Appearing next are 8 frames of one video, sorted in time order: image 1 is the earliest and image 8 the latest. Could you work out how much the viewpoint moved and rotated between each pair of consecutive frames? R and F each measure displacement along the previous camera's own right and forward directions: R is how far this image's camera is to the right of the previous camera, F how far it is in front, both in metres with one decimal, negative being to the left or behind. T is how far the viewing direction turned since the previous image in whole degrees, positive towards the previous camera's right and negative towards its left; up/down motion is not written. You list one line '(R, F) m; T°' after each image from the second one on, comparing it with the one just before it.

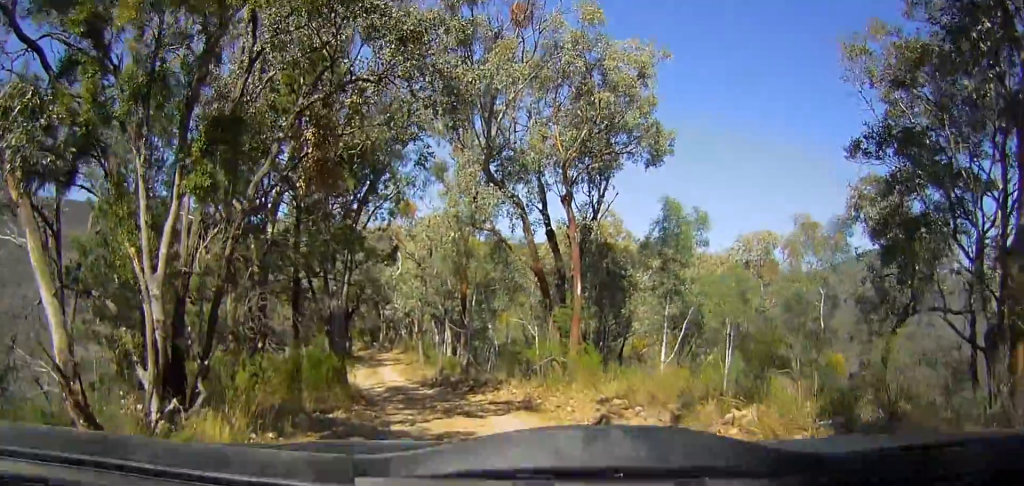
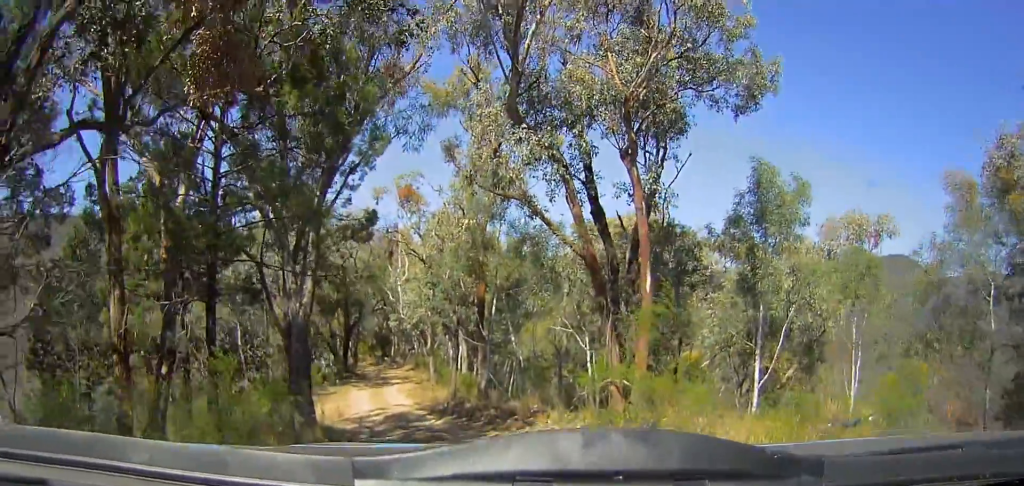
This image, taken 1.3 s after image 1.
(-0.2, +5.9) m; 0°
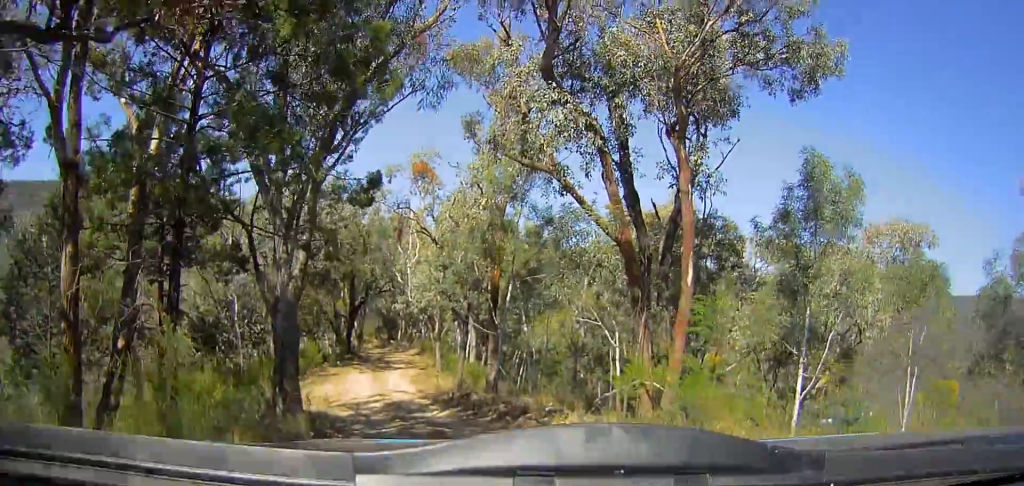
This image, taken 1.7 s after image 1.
(+0.1, +1.7) m; +1°
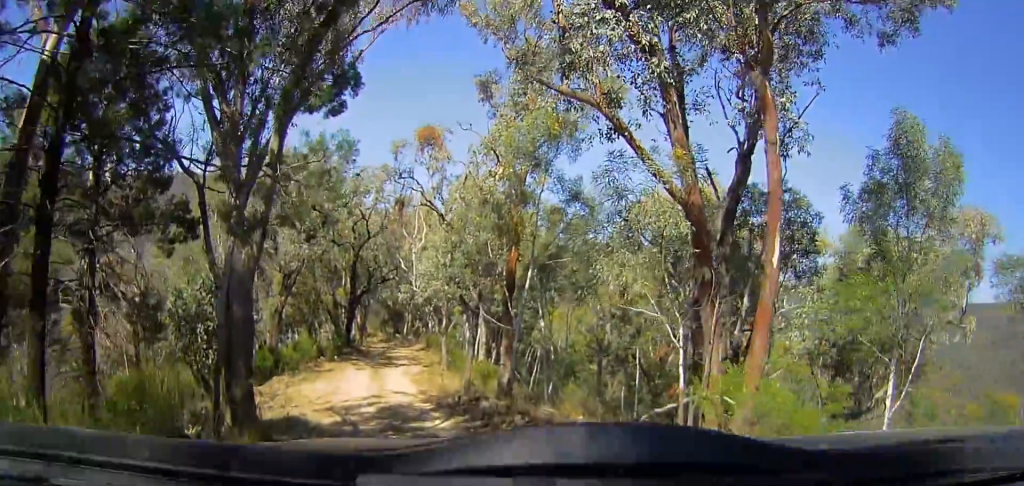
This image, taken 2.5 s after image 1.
(+0.1, +3.0) m; +1°
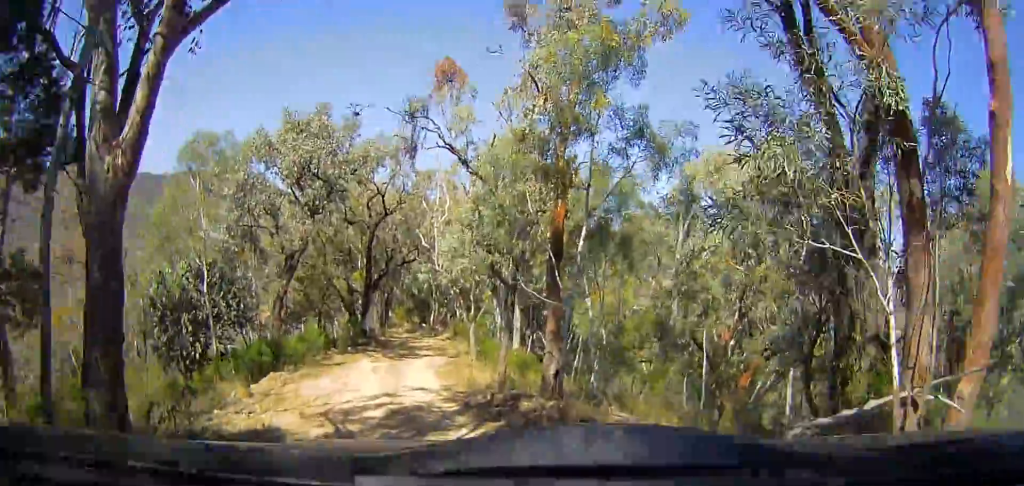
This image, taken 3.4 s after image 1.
(0.0, +4.3) m; -8°
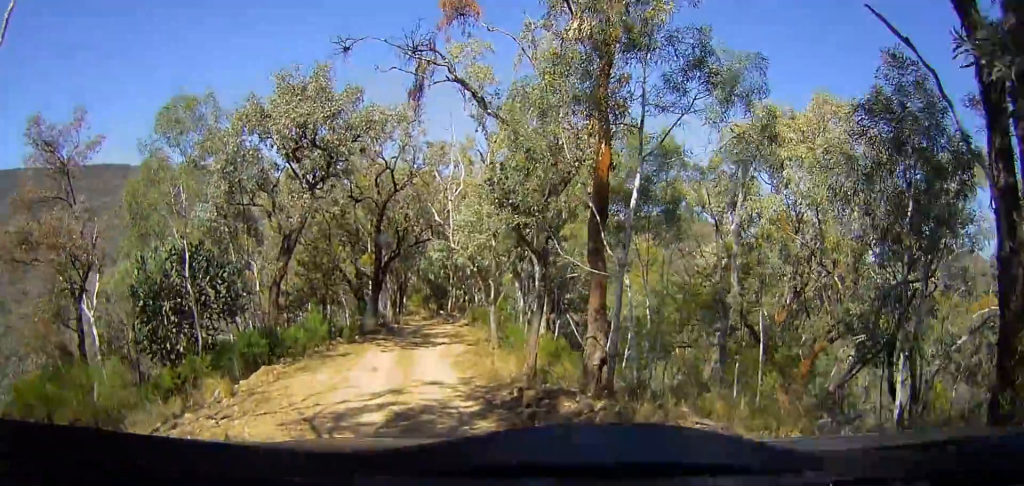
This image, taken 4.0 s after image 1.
(-0.4, +2.9) m; -5°
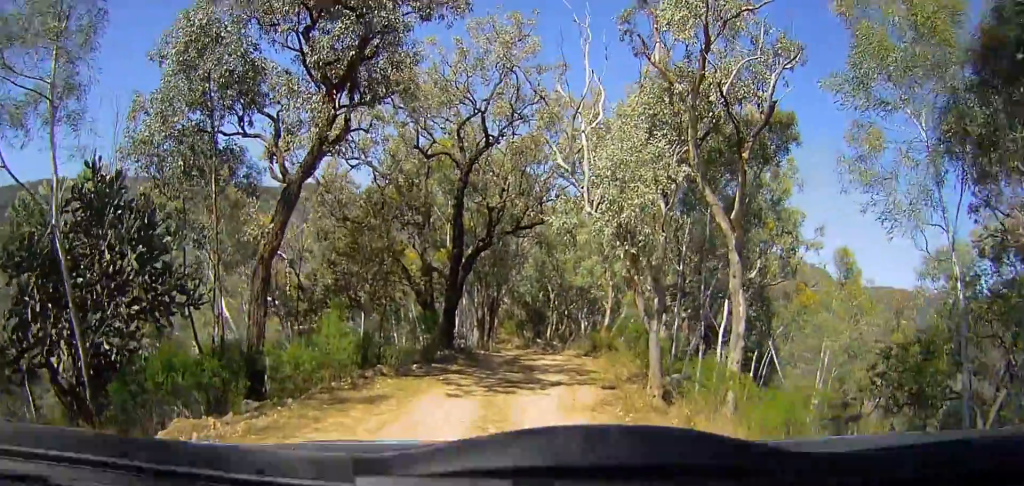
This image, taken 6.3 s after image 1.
(-0.3, +10.8) m; -1°
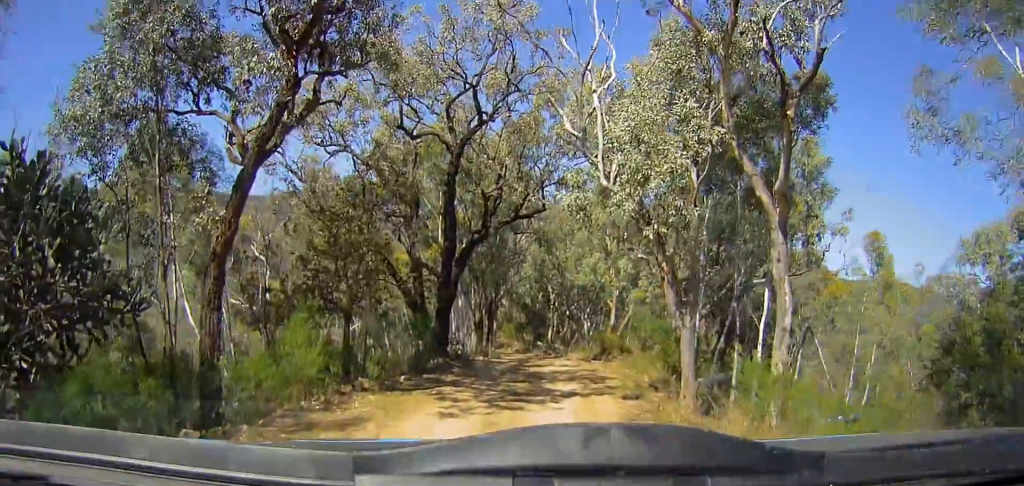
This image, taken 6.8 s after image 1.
(0.0, +2.3) m; -1°
